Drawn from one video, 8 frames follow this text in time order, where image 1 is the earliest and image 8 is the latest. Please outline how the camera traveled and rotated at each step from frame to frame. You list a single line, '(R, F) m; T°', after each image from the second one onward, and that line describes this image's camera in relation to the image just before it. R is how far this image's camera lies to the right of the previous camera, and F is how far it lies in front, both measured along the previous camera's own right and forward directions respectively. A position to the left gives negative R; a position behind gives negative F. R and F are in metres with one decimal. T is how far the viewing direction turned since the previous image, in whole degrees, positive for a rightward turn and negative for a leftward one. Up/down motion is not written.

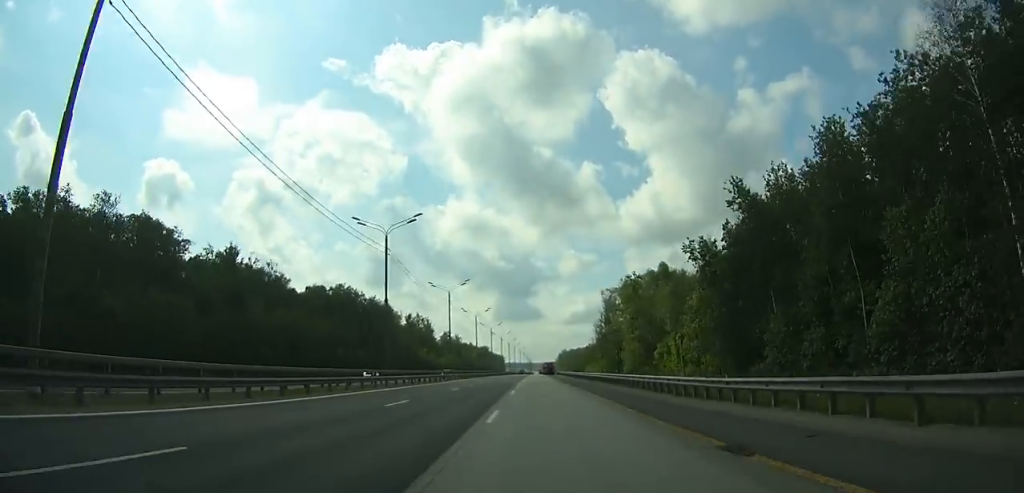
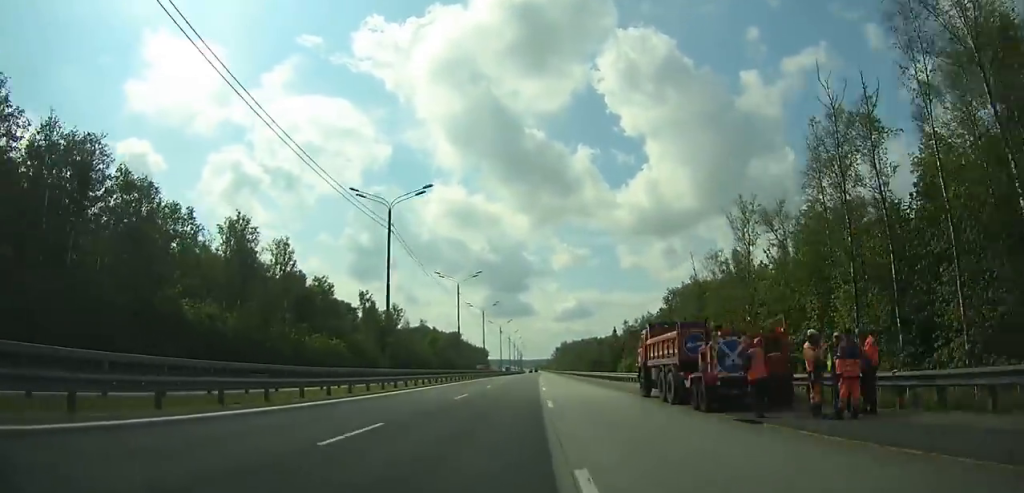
(+0.9, +155.3) m; +1°
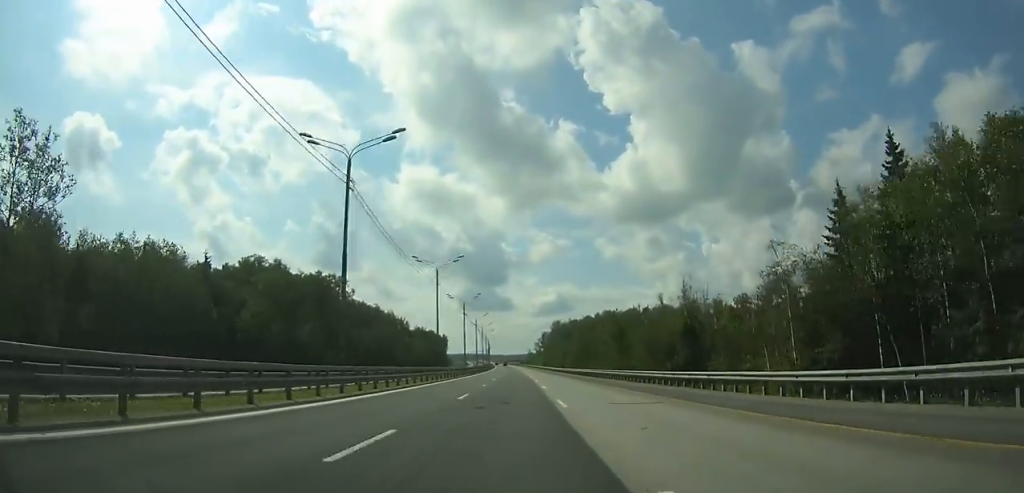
(+3.3, +193.5) m; +1°
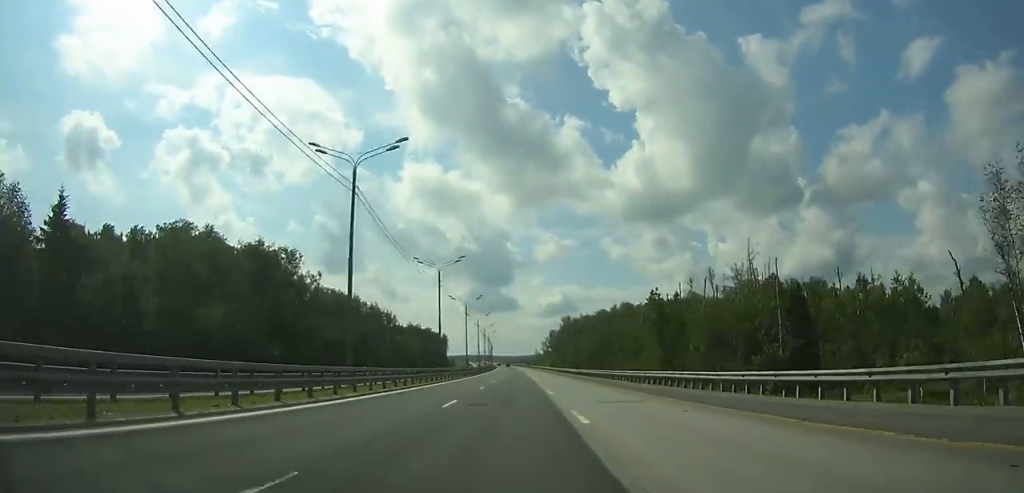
(0.0, +36.9) m; 0°
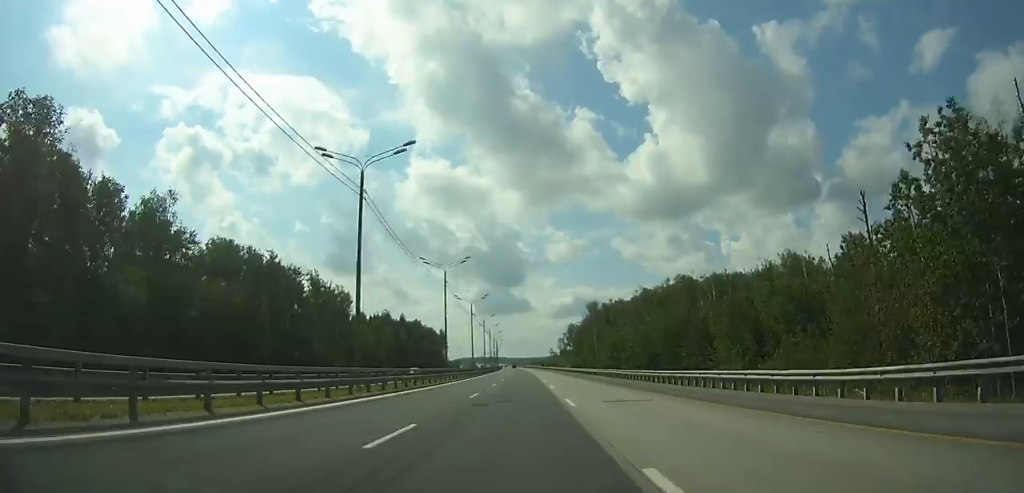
(-0.3, +73.7) m; -1°
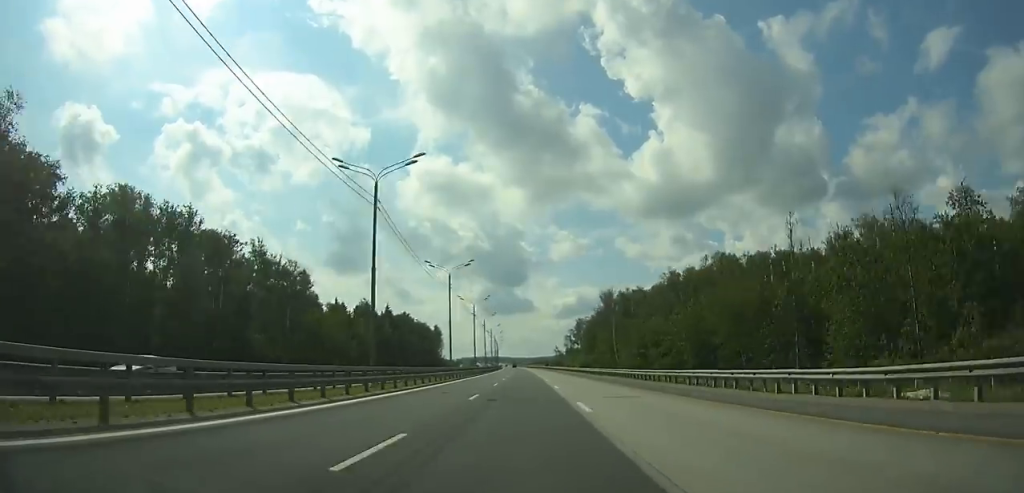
(-0.2, +33.9) m; 0°
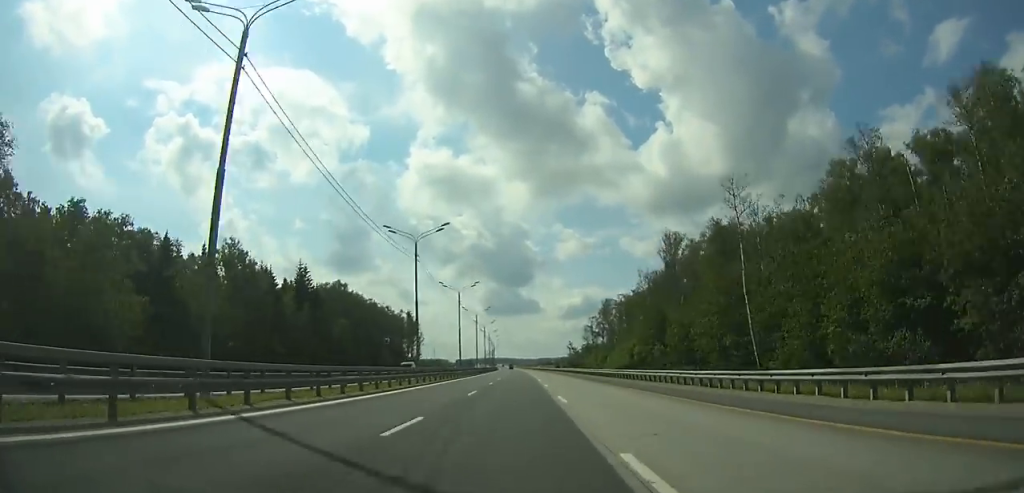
(-0.6, +92.4) m; -1°
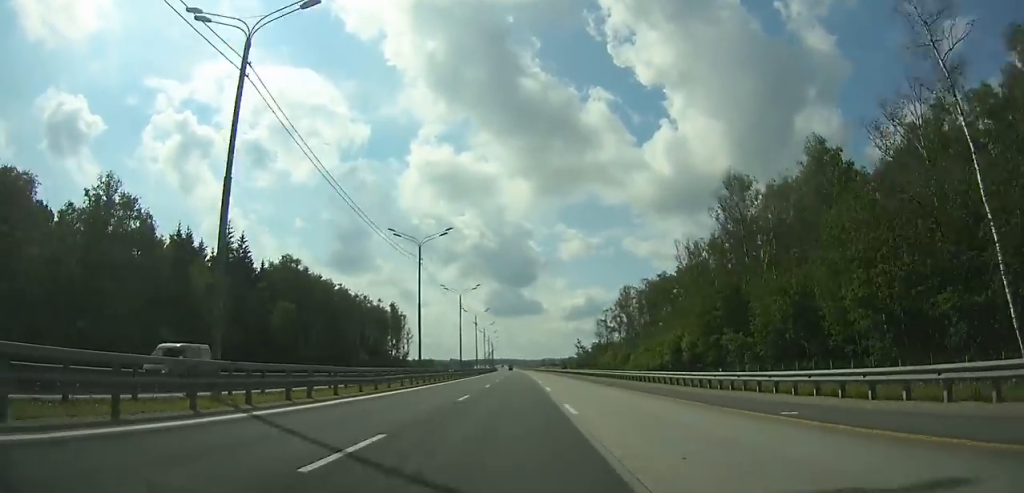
(0.0, +36.1) m; 0°
